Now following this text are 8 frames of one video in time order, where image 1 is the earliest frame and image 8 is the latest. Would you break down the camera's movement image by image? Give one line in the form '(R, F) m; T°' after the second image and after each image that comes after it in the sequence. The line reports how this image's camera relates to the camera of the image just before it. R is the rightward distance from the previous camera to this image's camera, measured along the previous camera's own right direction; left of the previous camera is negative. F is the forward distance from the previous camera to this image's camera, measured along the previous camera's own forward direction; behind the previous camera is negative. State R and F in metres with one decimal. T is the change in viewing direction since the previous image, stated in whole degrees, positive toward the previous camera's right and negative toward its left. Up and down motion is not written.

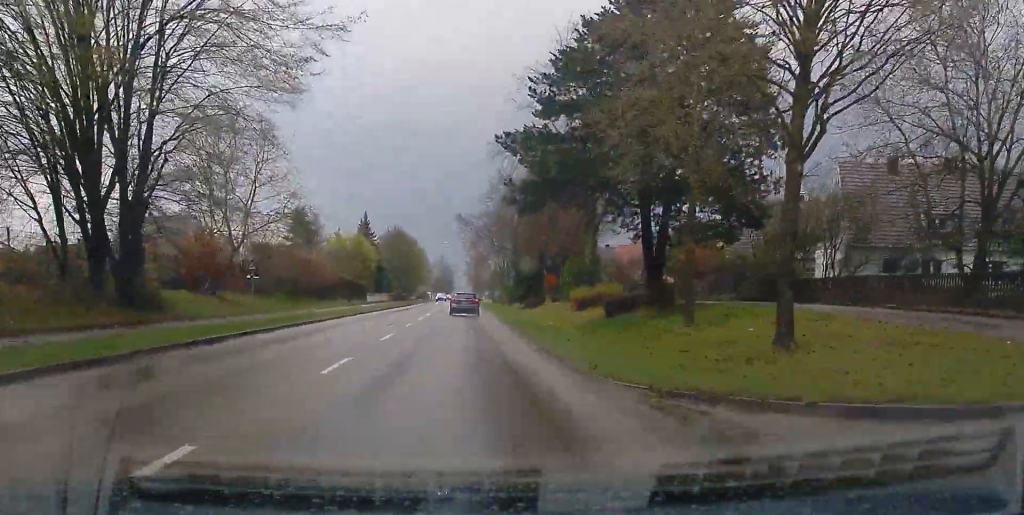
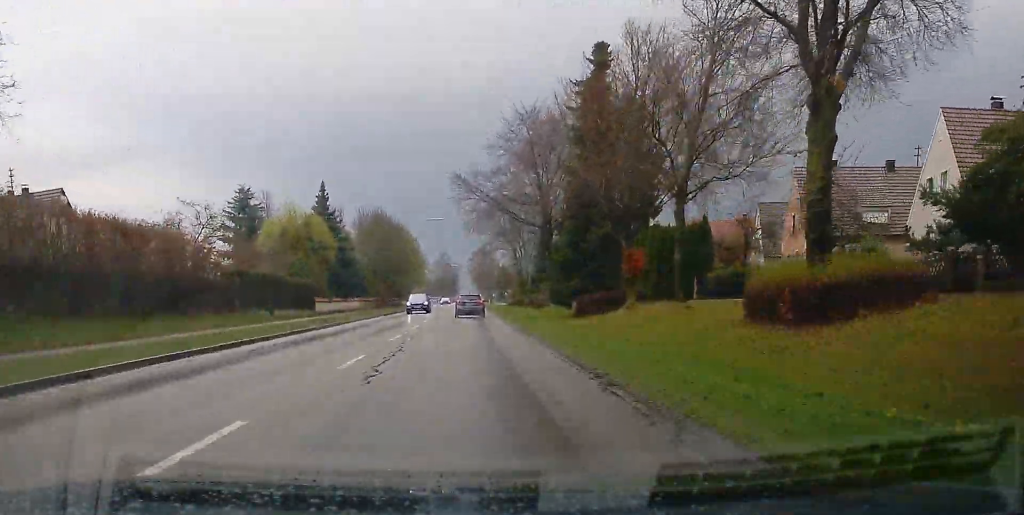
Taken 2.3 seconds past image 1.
(0.0, +32.6) m; 0°
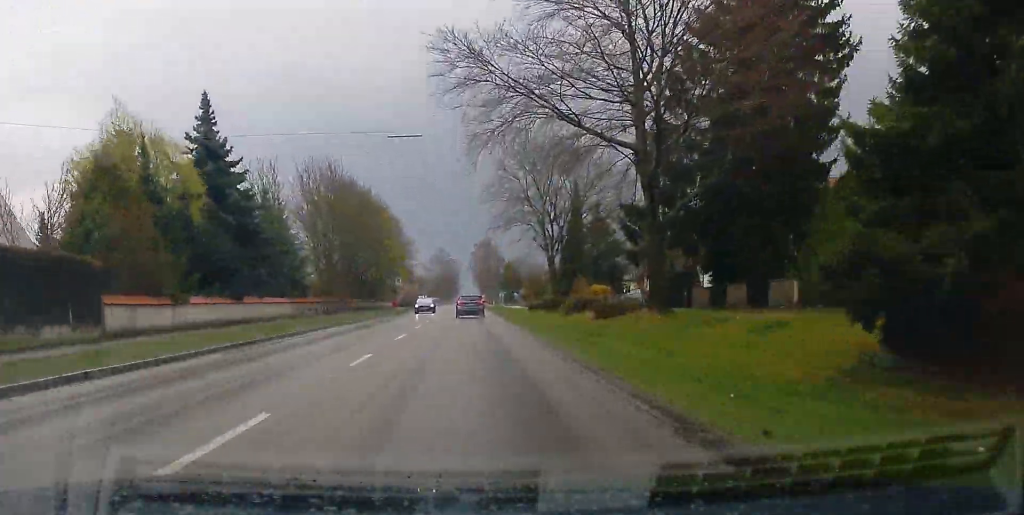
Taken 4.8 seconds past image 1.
(+0.1, +35.0) m; +5°
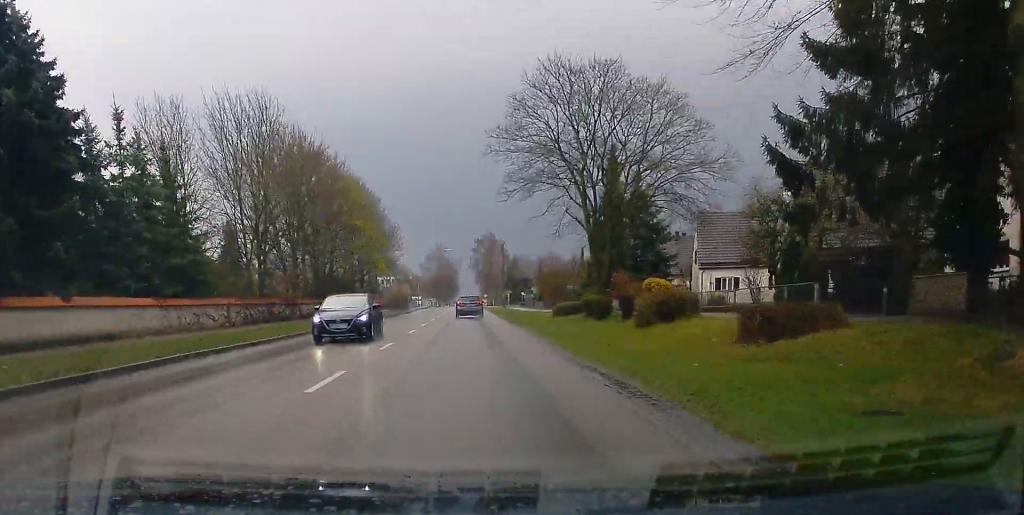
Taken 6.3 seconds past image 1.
(+1.7, +21.3) m; -3°
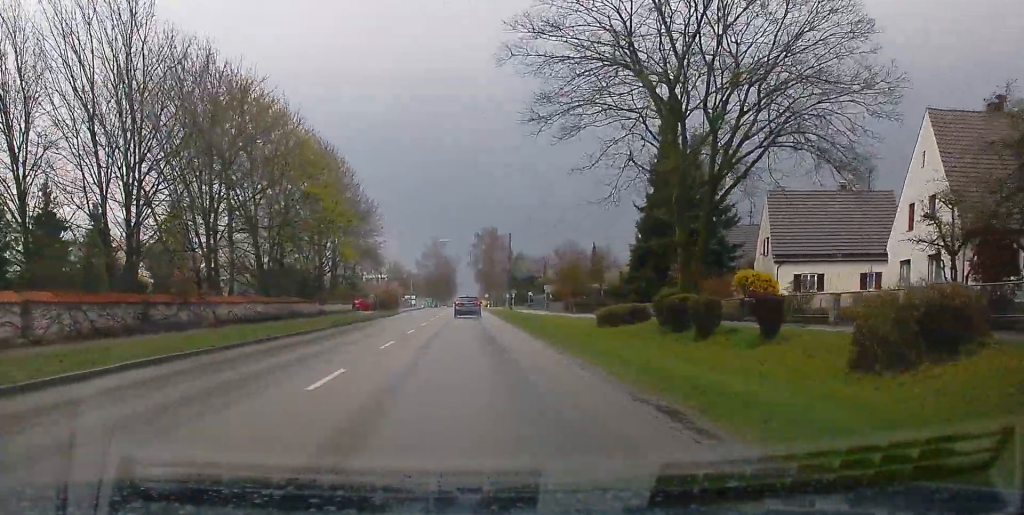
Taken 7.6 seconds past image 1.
(+1.6, +17.4) m; -4°
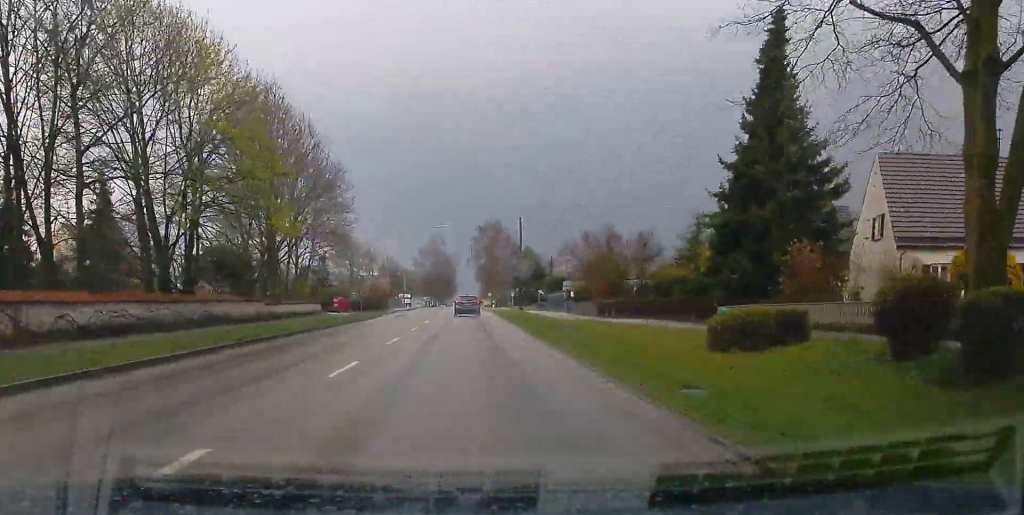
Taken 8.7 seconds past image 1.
(-3.6, +16.4) m; -3°
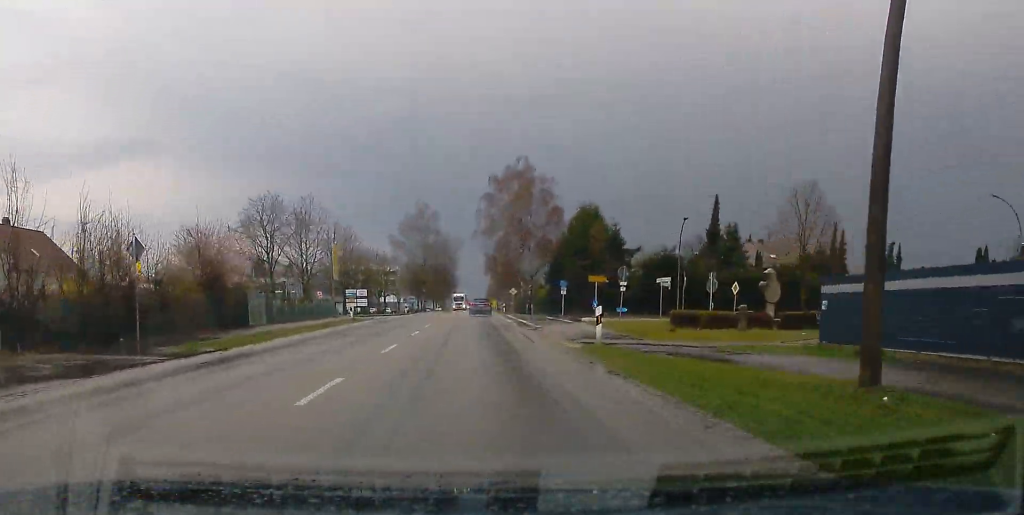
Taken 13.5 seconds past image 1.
(+2.1, +68.3) m; +4°
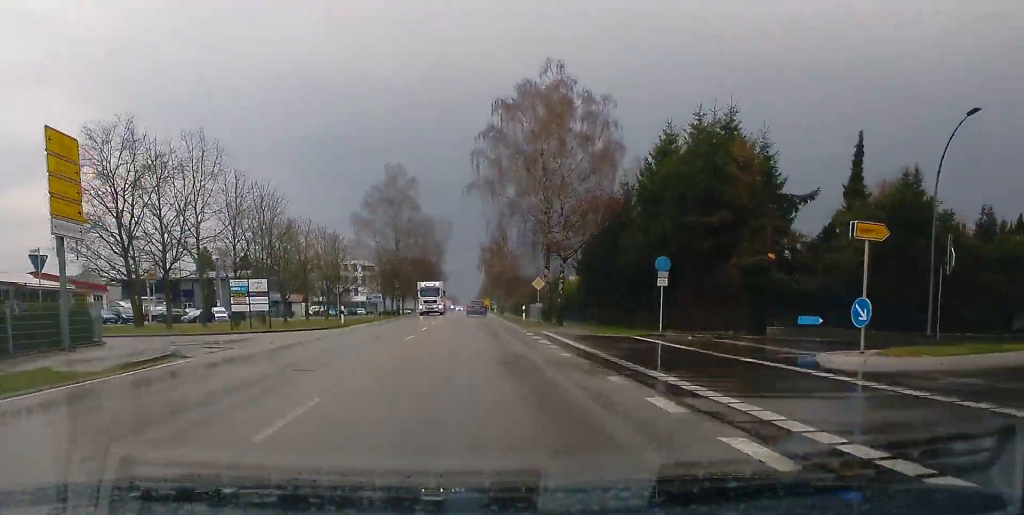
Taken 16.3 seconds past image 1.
(0.0, +37.1) m; 0°
